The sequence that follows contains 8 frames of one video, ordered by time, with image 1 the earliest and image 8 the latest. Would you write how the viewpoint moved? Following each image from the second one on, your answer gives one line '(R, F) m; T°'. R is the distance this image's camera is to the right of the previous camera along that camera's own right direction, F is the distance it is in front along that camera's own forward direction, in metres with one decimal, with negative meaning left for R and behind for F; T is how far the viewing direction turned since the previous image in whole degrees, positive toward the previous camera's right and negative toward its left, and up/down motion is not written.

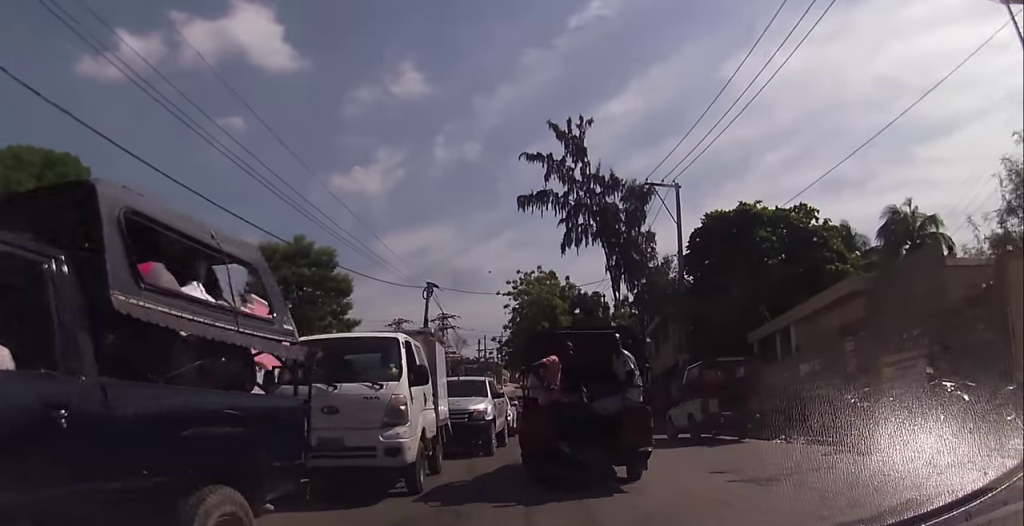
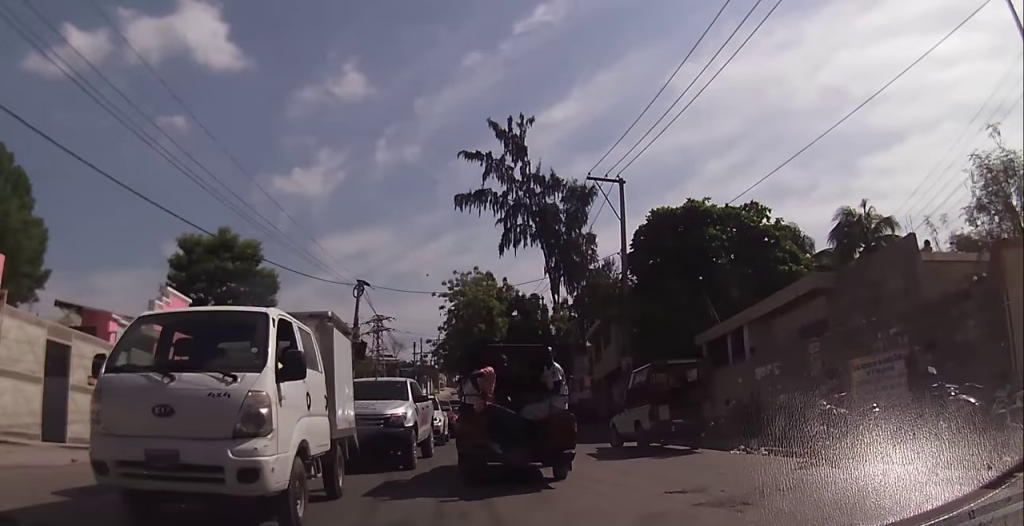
(+0.3, +1.7) m; -2°
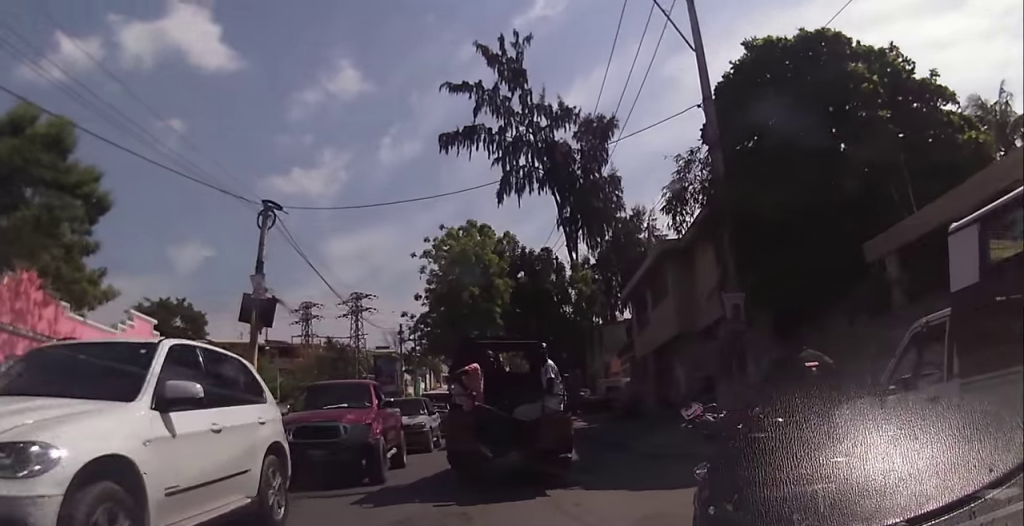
(-2.0, +14.2) m; -3°
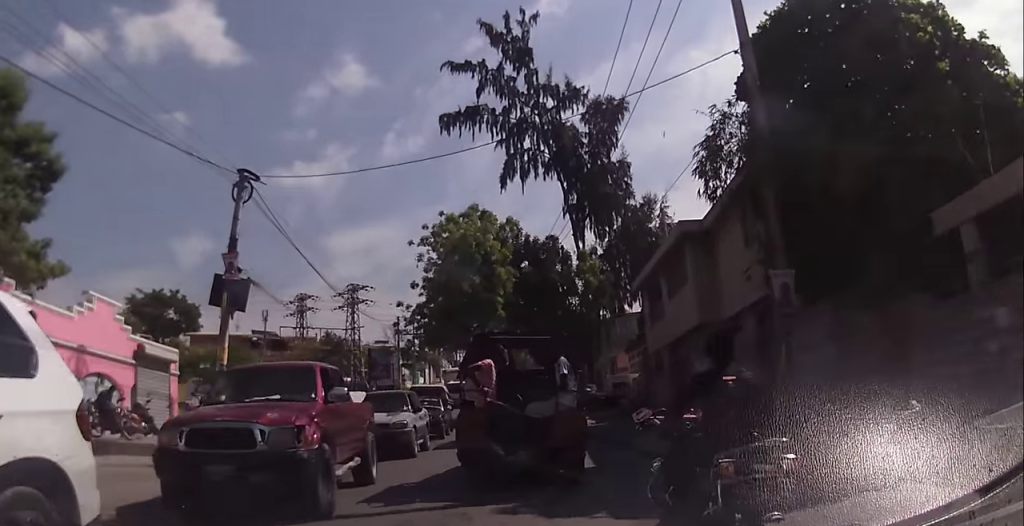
(+0.1, +2.6) m; -2°
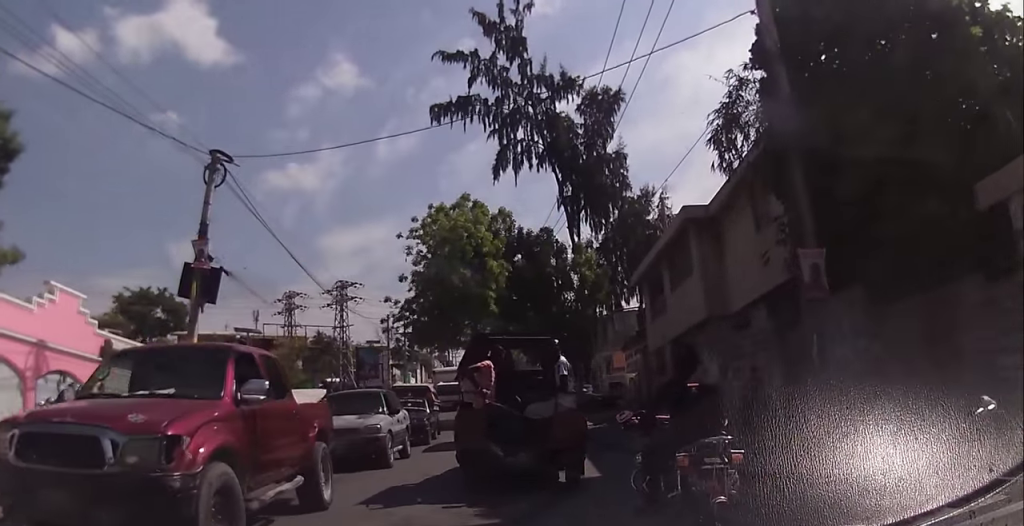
(+0.2, +1.8) m; -2°
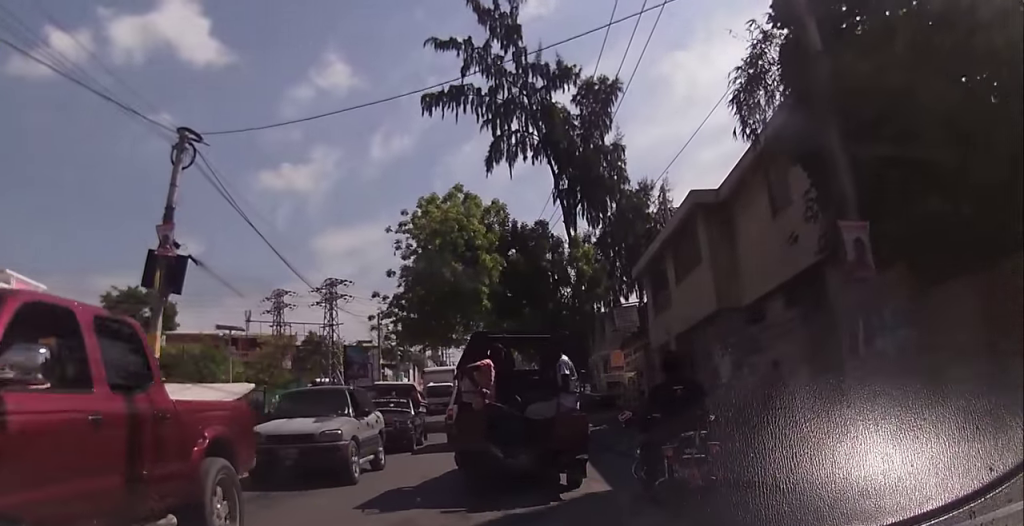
(-0.3, +1.7) m; 0°
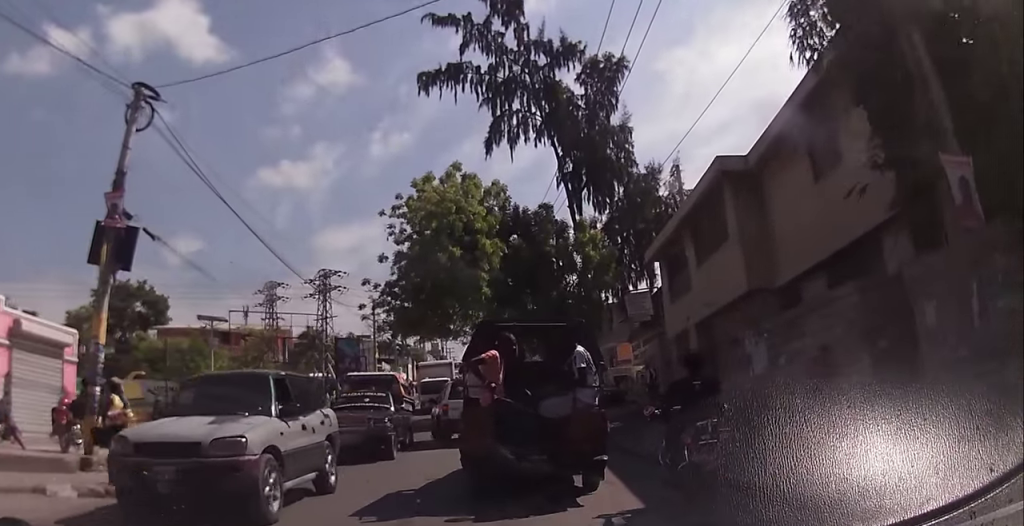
(-0.1, +2.4) m; +2°
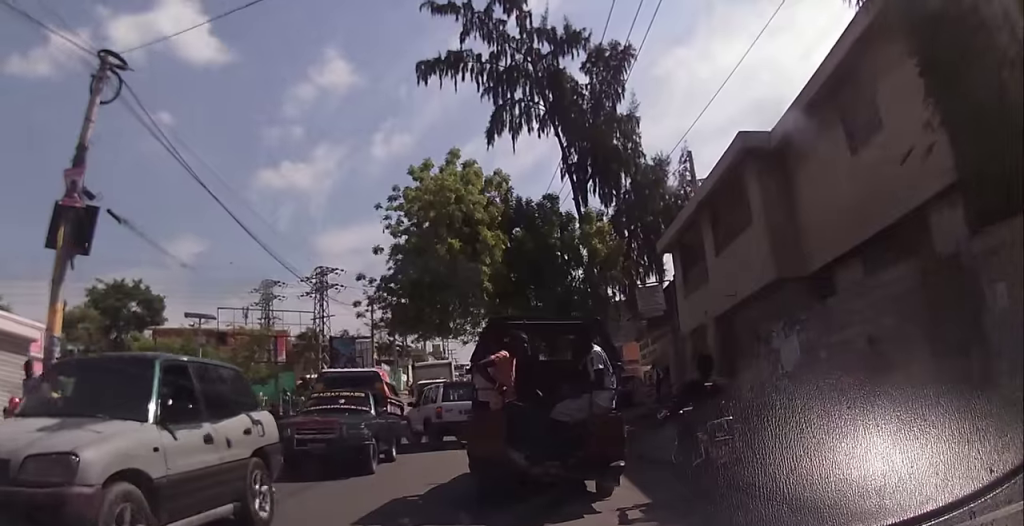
(+0.3, +1.7) m; +3°
